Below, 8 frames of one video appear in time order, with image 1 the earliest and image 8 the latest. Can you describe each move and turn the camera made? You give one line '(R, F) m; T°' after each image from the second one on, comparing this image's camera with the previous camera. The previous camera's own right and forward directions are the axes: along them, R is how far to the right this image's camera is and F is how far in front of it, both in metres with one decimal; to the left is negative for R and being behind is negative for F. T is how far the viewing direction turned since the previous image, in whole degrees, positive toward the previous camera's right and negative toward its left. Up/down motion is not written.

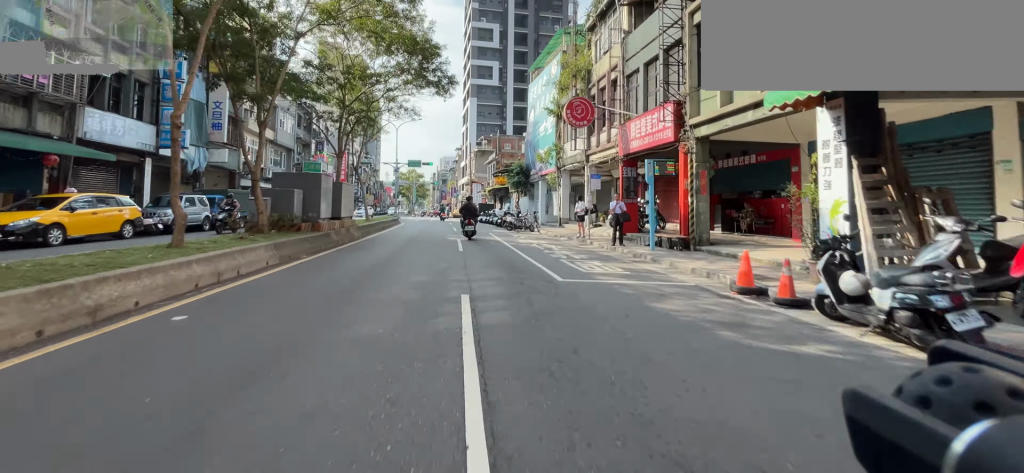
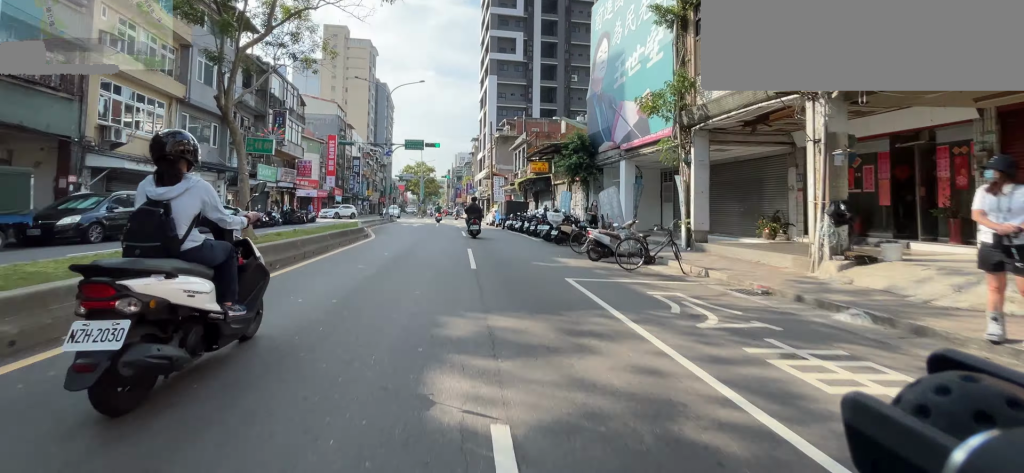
(-0.3, +13.9) m; -2°
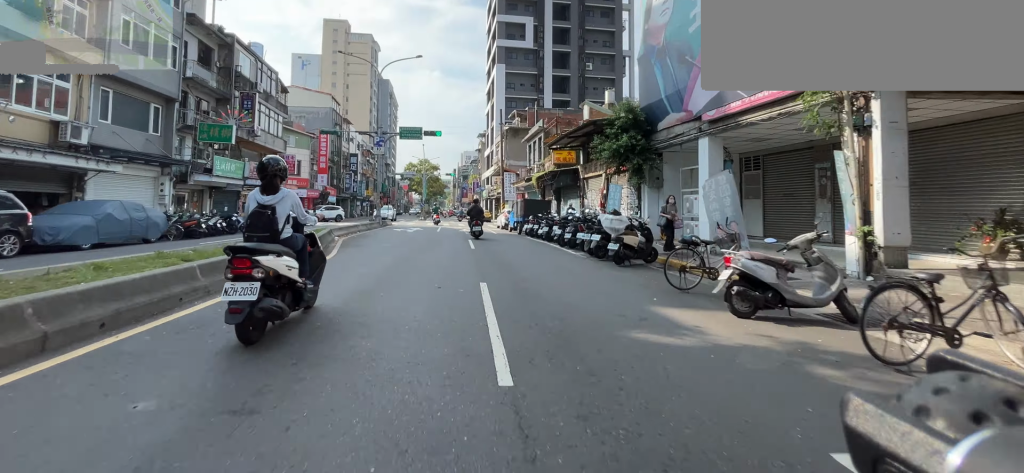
(-0.1, +6.0) m; -1°
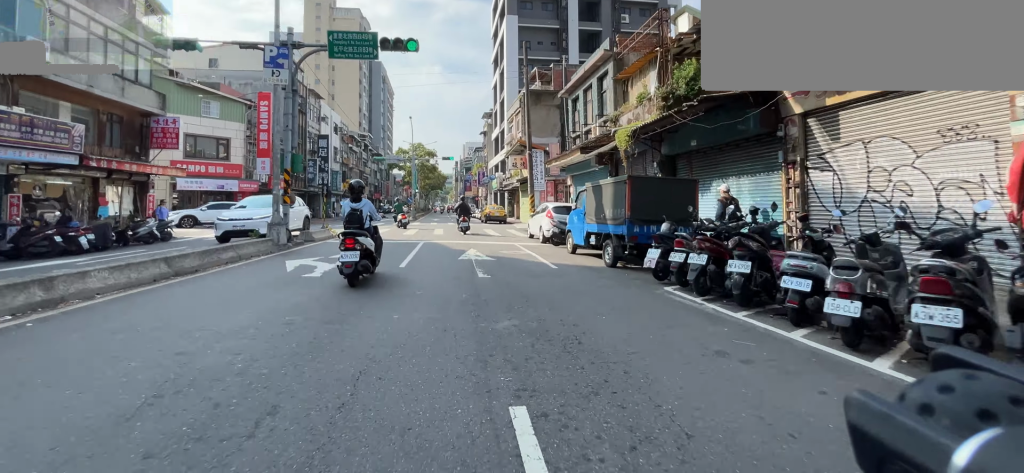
(0.0, +16.2) m; 0°
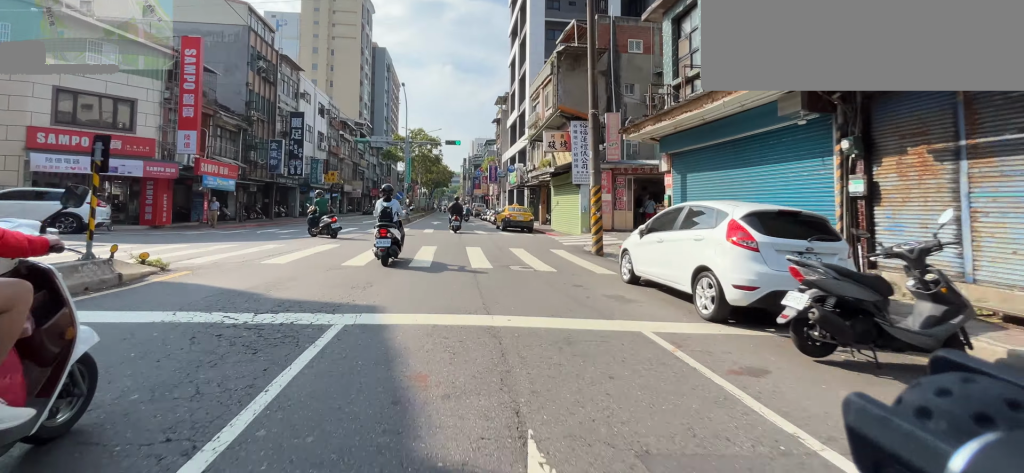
(0.0, +11.2) m; 0°
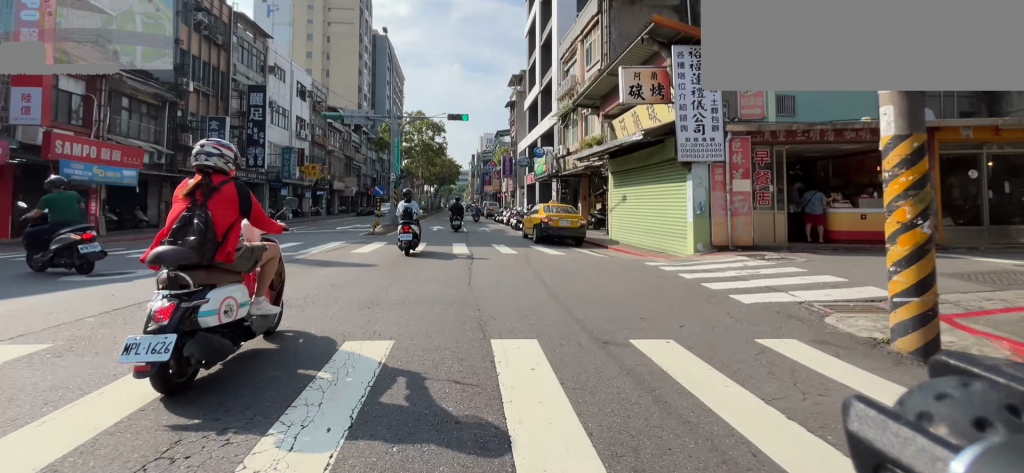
(0.0, +9.0) m; 0°
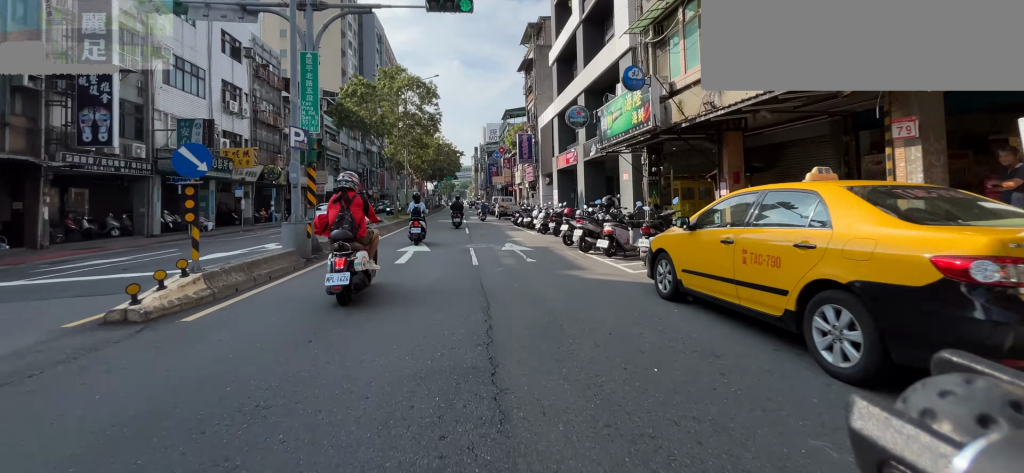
(-0.1, +11.4) m; -1°
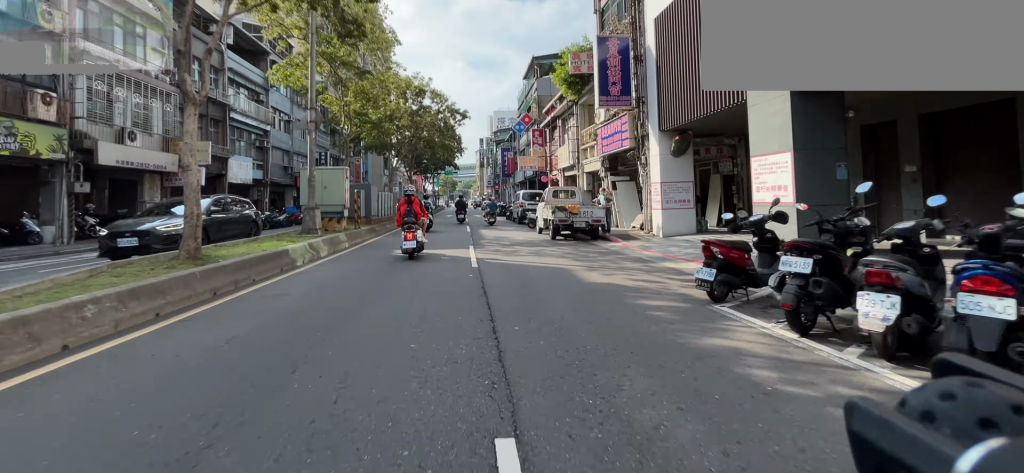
(-0.1, +16.4) m; 0°
